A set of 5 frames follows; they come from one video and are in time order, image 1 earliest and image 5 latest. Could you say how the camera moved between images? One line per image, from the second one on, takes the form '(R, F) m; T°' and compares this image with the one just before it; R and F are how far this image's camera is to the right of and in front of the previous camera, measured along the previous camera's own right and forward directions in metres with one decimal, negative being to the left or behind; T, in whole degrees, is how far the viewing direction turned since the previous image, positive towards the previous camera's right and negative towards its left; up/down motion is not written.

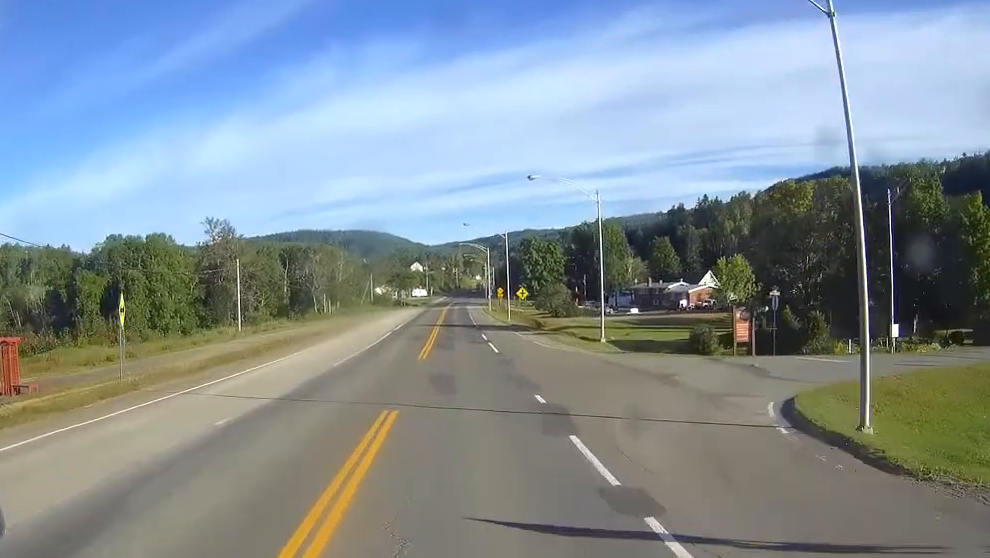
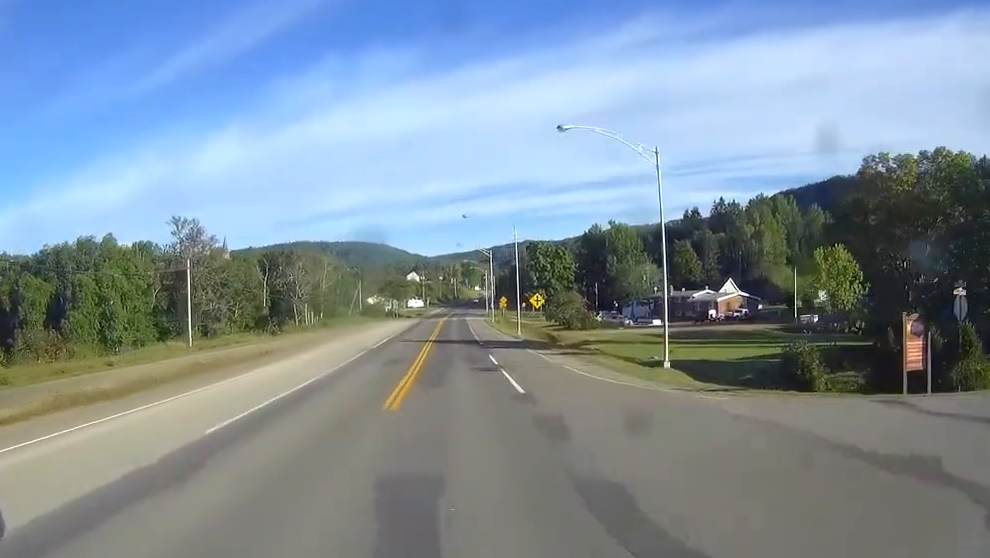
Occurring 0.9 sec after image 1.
(-0.1, +17.9) m; 0°
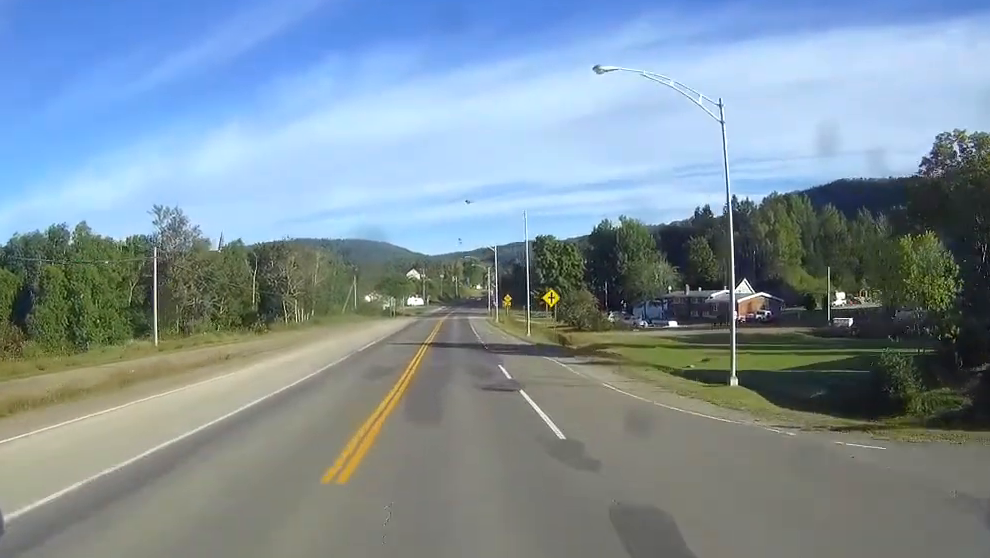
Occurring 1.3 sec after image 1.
(0.0, +9.6) m; 0°
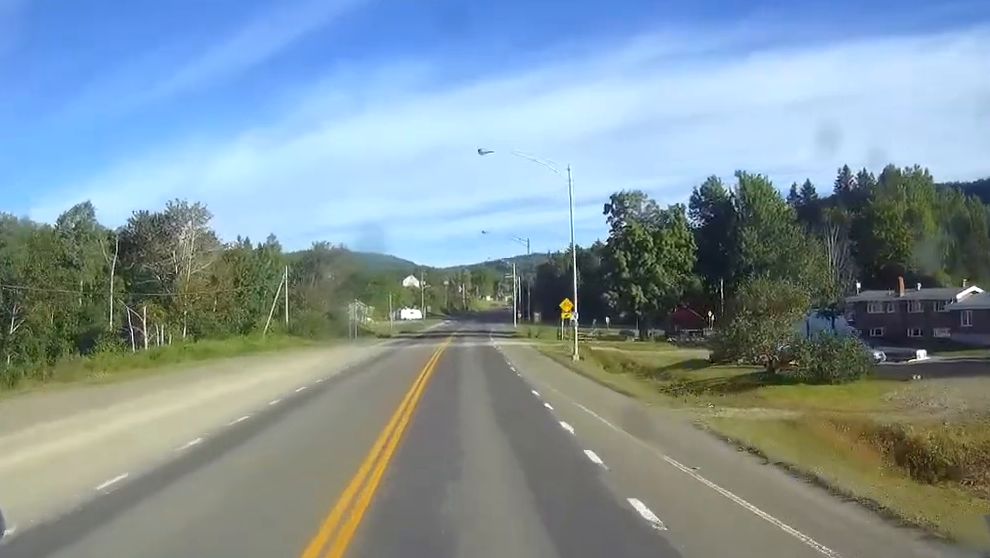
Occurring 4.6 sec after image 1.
(-0.7, +67.2) m; -1°
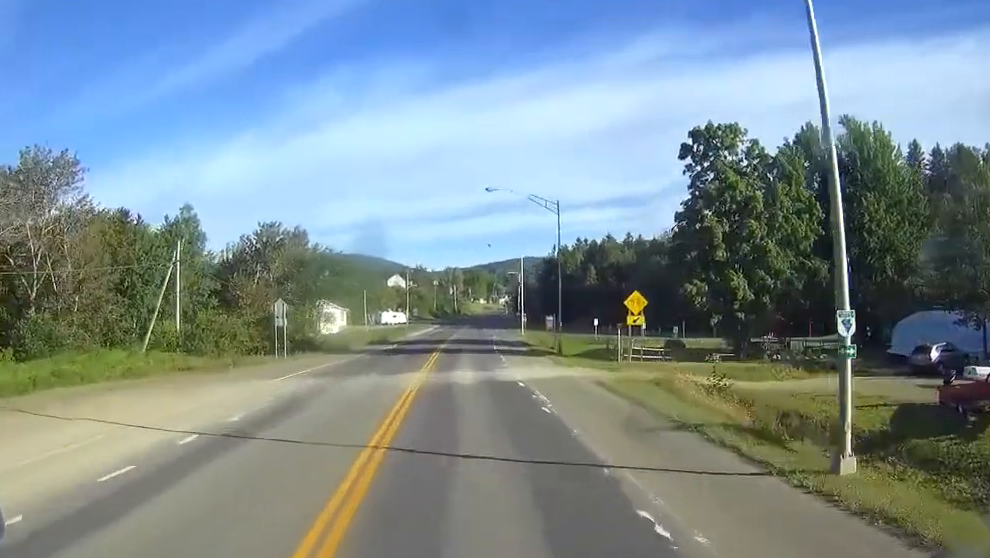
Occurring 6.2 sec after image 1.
(+0.2, +31.8) m; +1°
